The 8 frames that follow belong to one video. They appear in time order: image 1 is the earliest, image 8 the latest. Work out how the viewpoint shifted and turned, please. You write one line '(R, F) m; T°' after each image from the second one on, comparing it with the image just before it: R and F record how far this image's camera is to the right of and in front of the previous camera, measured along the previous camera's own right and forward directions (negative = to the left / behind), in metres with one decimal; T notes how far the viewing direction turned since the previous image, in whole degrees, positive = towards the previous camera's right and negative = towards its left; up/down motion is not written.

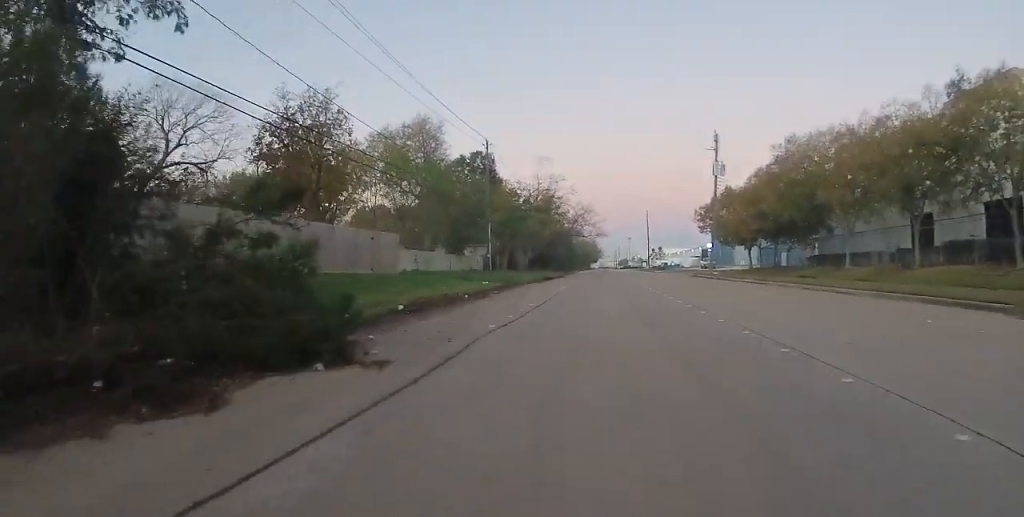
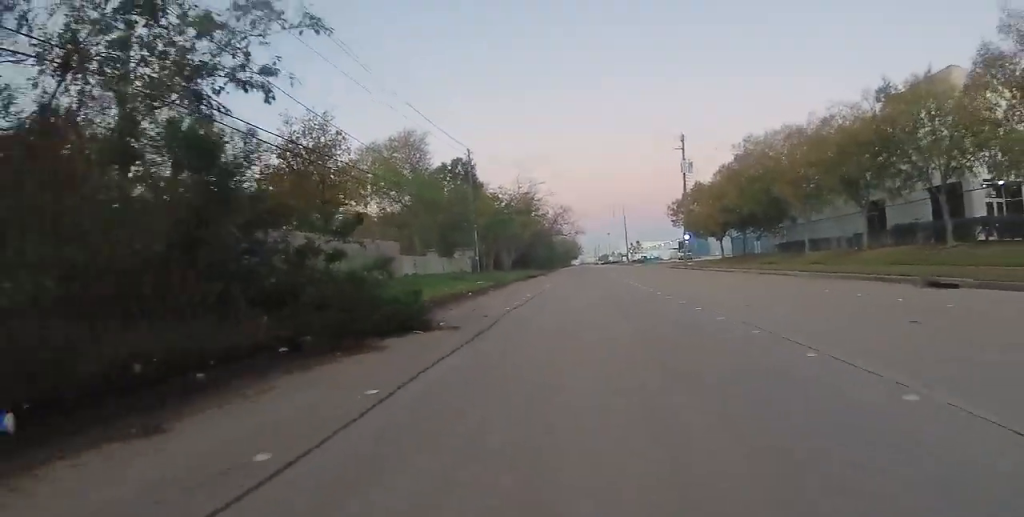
(0.0, +3.5) m; +1°
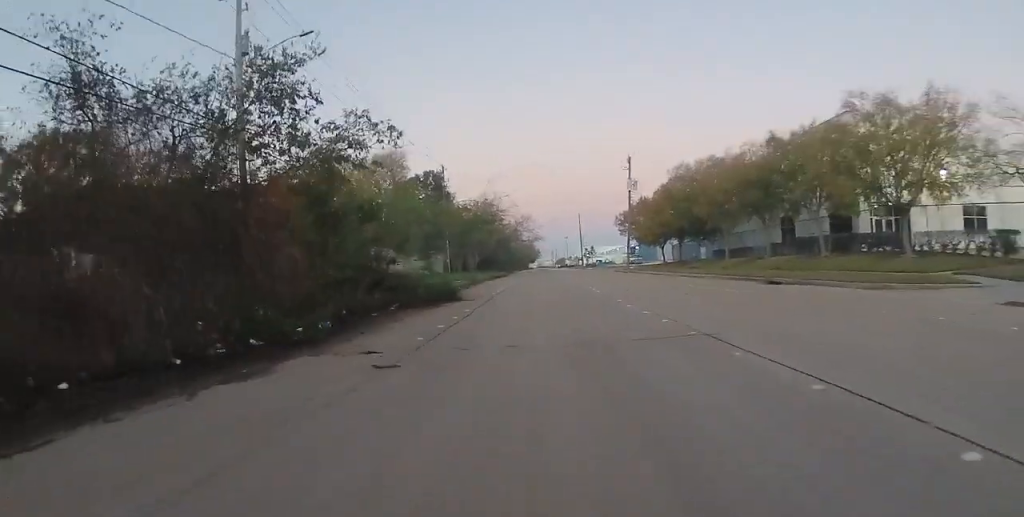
(+0.6, +8.2) m; +4°
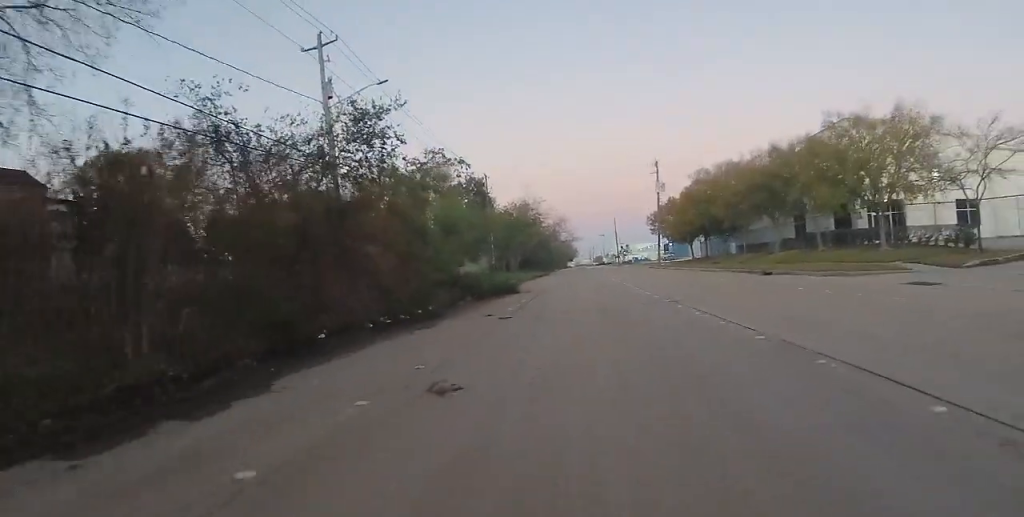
(0.0, +5.3) m; 0°
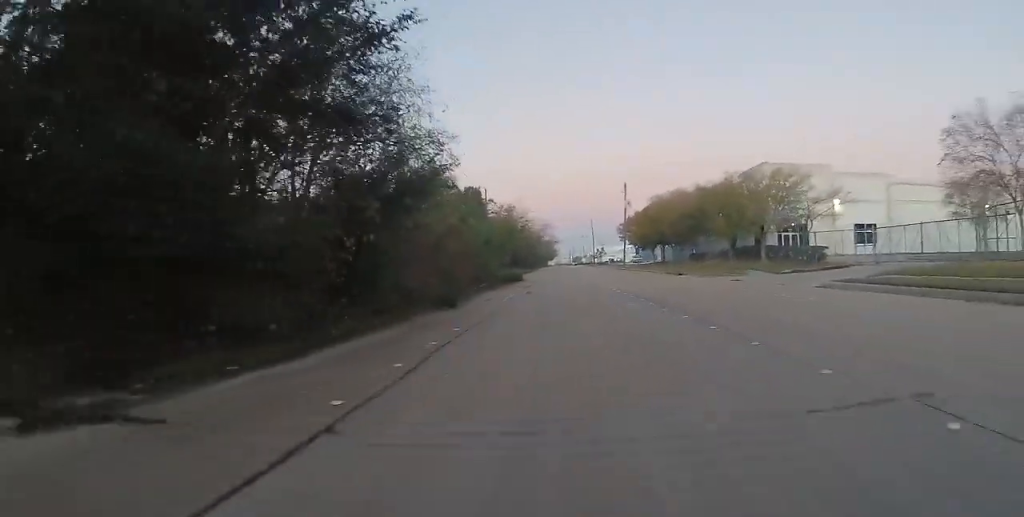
(0.0, +15.4) m; 0°
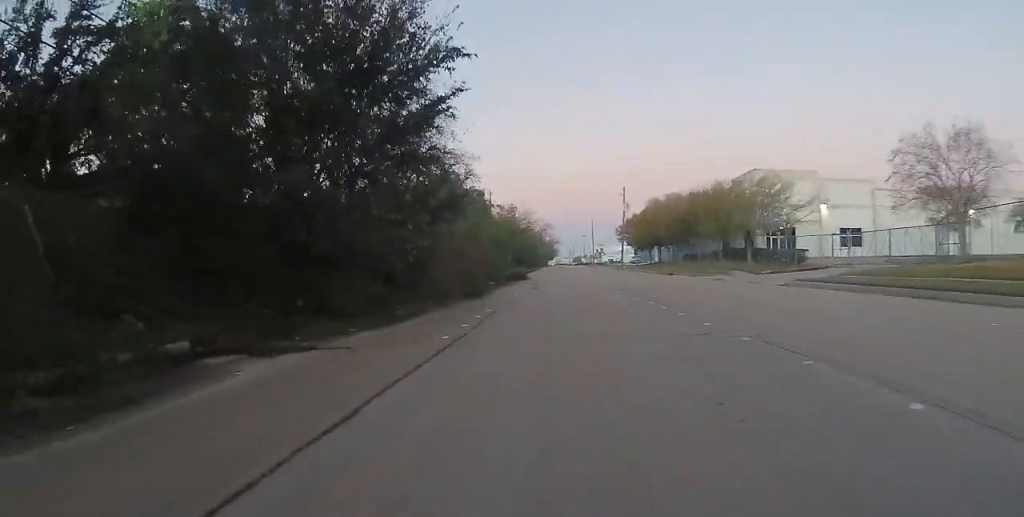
(0.0, +3.5) m; 0°
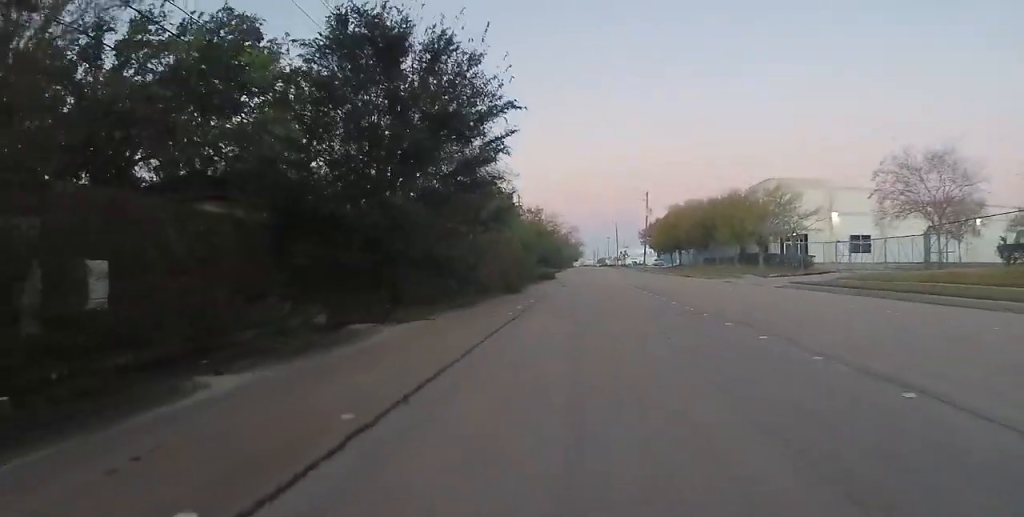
(0.0, +3.5) m; 0°
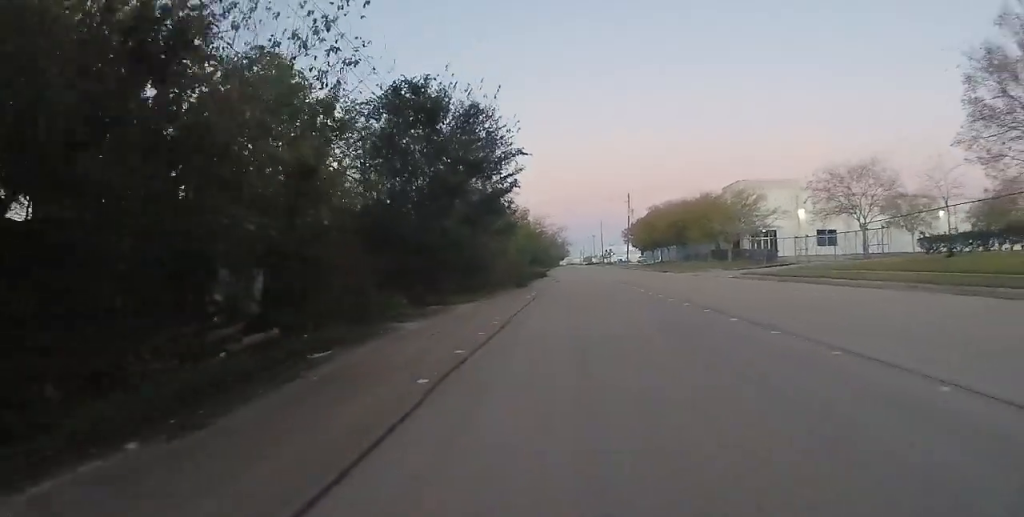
(0.0, +5.9) m; 0°
